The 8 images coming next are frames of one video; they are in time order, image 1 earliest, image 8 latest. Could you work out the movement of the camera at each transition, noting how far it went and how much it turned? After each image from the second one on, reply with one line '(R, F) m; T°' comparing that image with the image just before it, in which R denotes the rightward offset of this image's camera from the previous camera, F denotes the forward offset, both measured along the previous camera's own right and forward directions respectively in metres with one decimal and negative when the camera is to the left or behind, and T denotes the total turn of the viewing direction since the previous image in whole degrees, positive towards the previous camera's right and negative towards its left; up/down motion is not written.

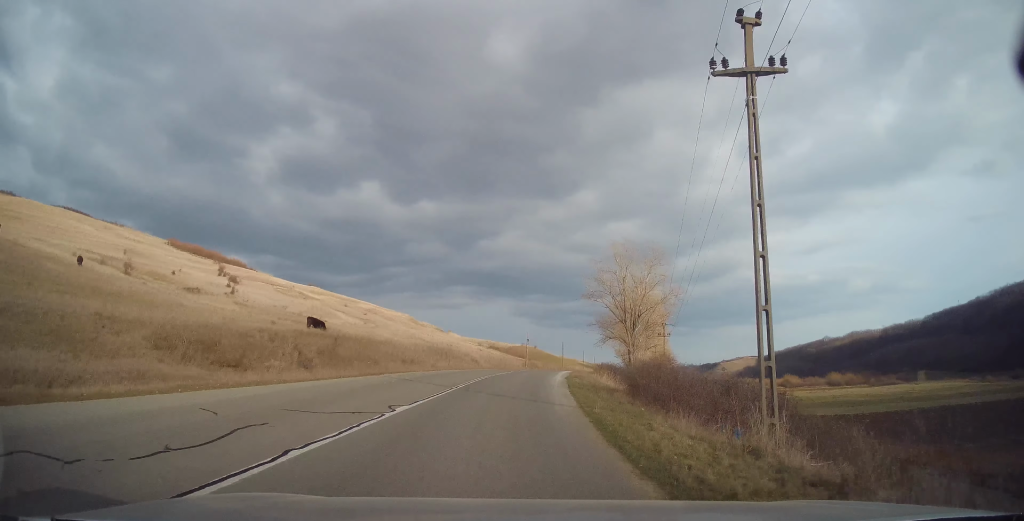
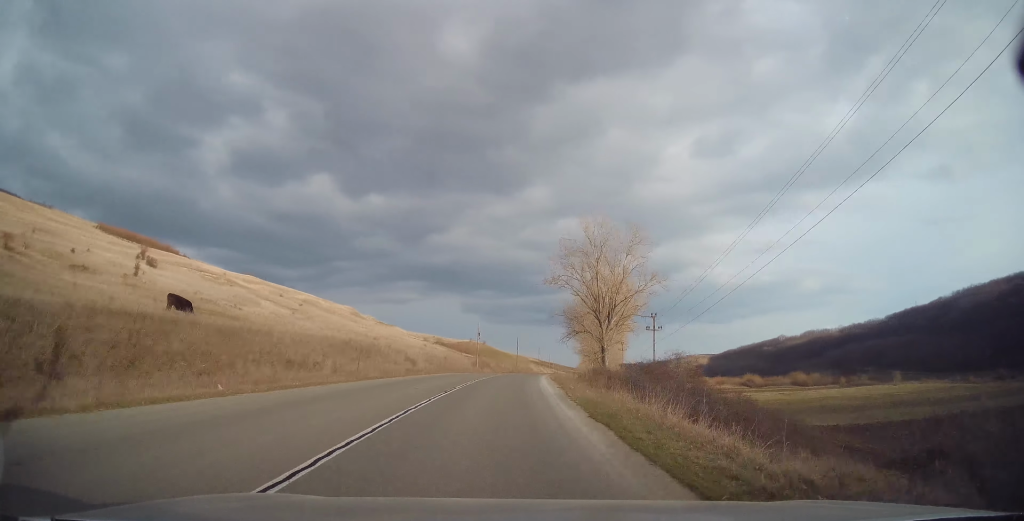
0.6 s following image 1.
(+0.7, +15.2) m; +5°
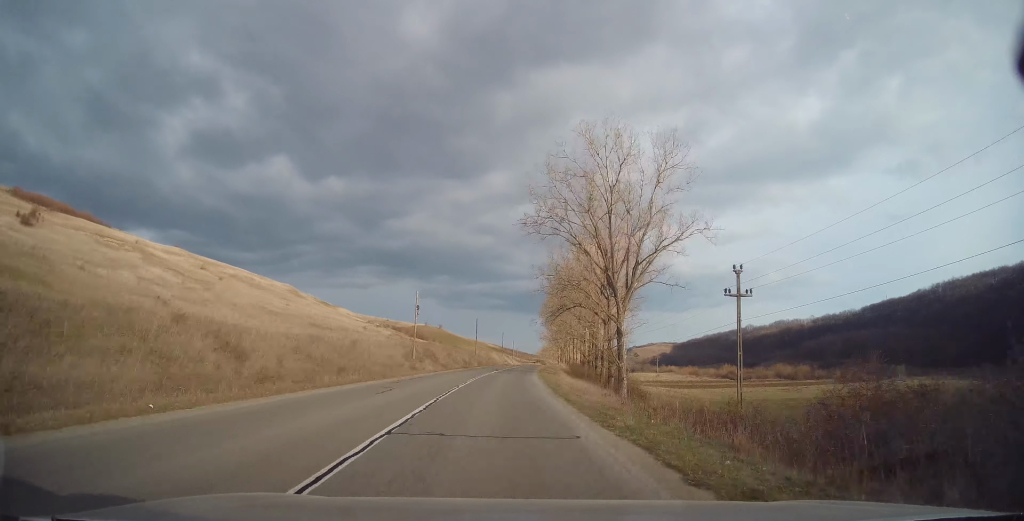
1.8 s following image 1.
(+2.0, +27.5) m; +6°
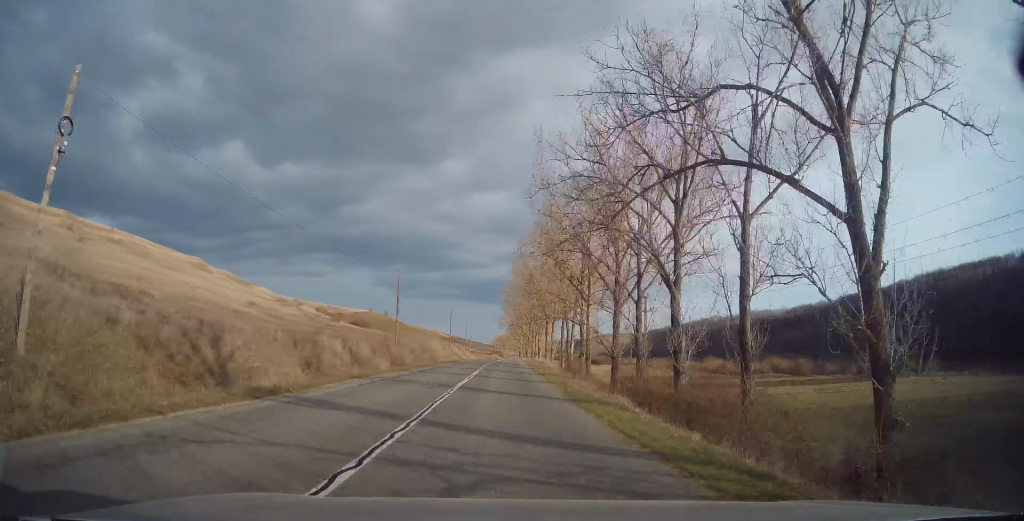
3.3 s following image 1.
(+0.9, +38.2) m; +4°
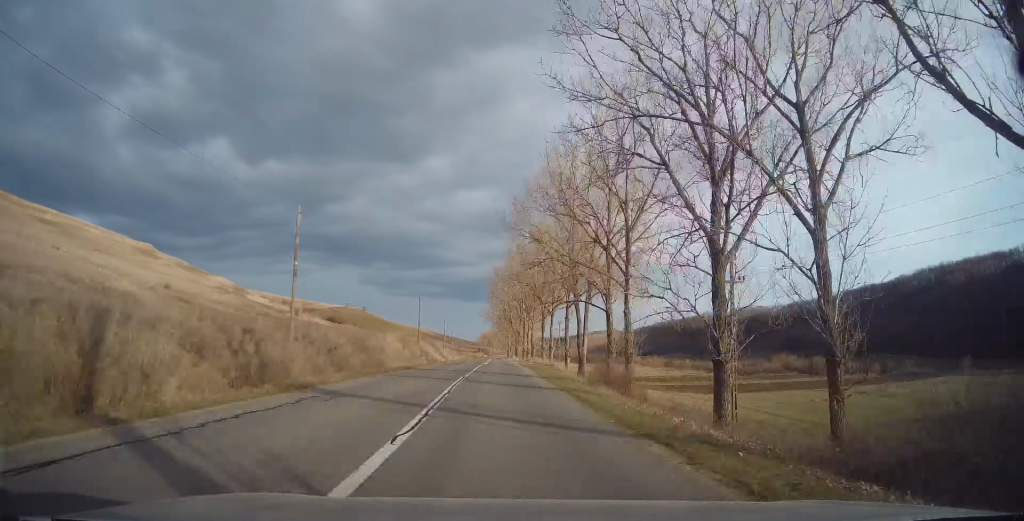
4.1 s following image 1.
(+0.9, +20.5) m; +3°
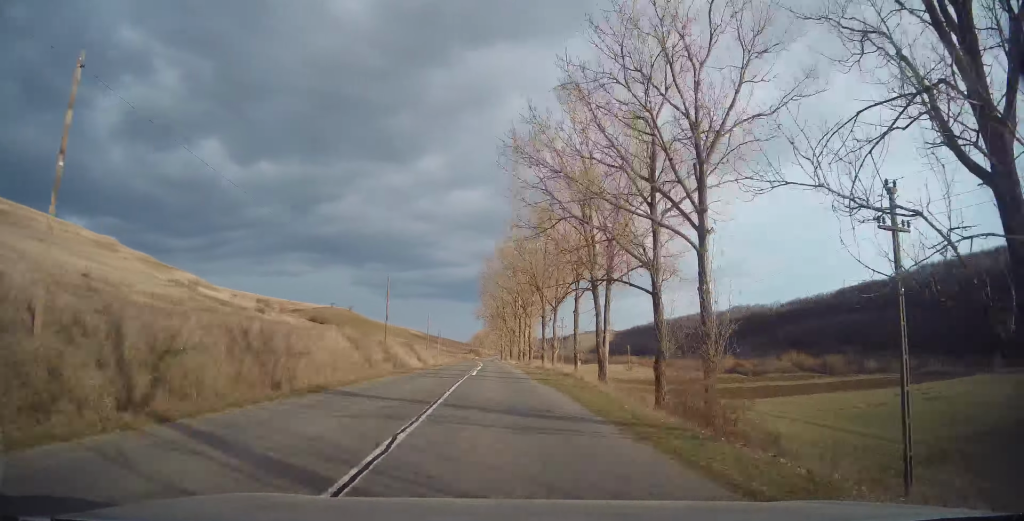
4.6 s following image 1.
(+0.3, +14.4) m; +1°
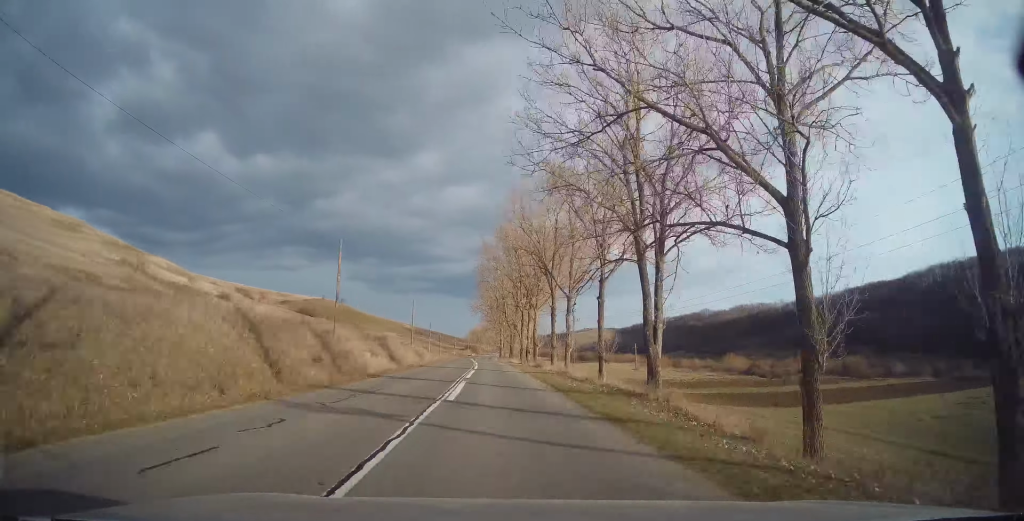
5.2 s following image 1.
(+0.3, +13.8) m; 0°
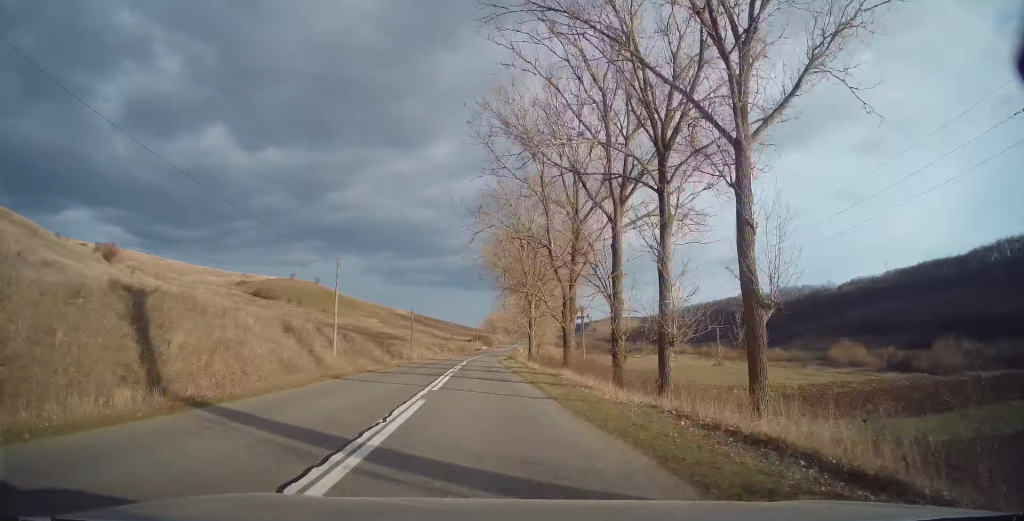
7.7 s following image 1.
(-1.2, +66.1) m; -2°
